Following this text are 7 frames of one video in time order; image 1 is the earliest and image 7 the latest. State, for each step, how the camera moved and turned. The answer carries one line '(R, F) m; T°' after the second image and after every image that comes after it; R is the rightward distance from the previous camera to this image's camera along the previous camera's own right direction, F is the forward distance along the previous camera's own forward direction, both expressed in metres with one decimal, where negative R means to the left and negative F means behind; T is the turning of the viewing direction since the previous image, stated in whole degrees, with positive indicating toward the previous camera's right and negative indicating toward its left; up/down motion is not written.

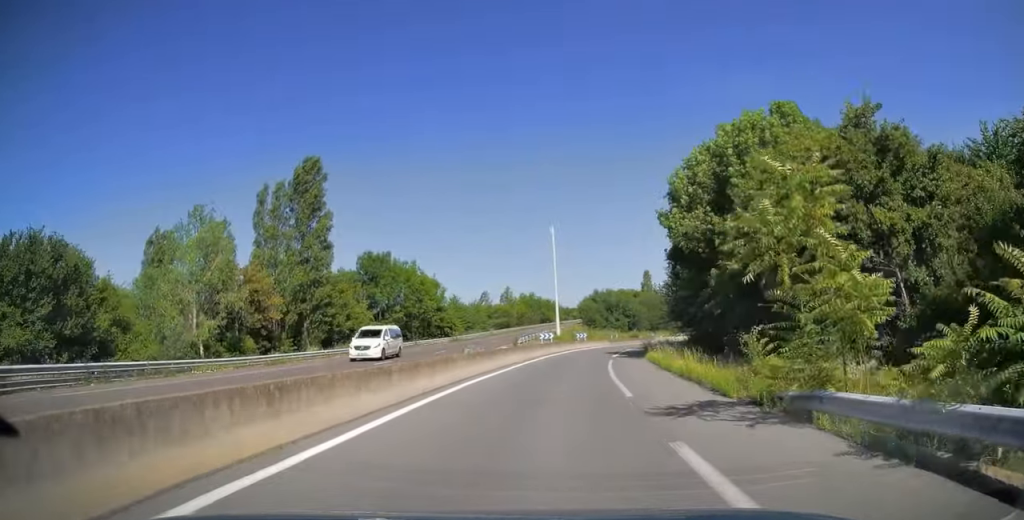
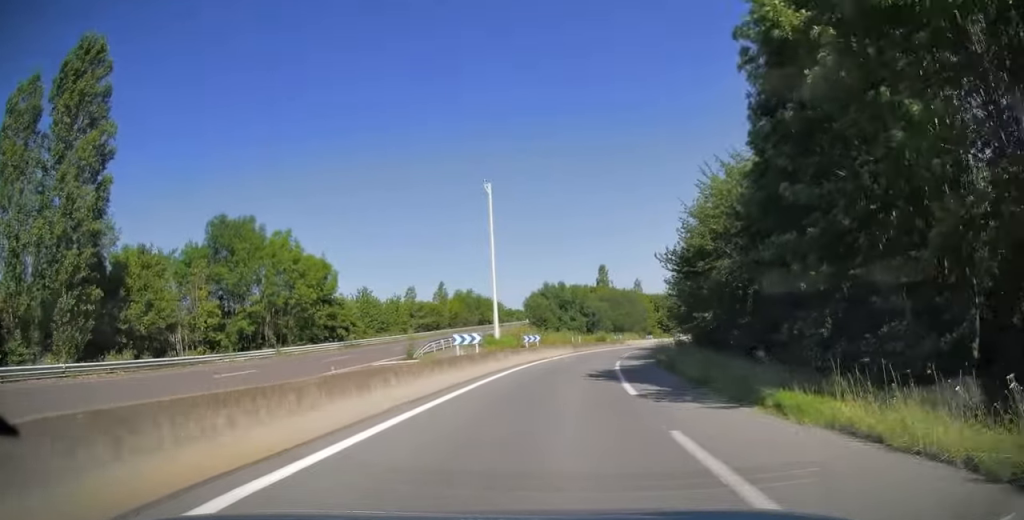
(+0.5, +25.4) m; +3°
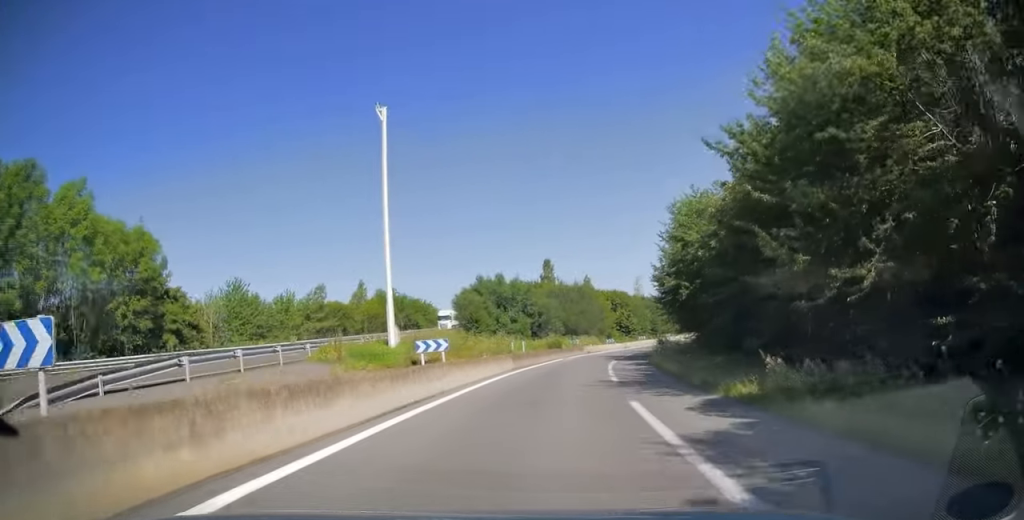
(+0.8, +21.5) m; +5°
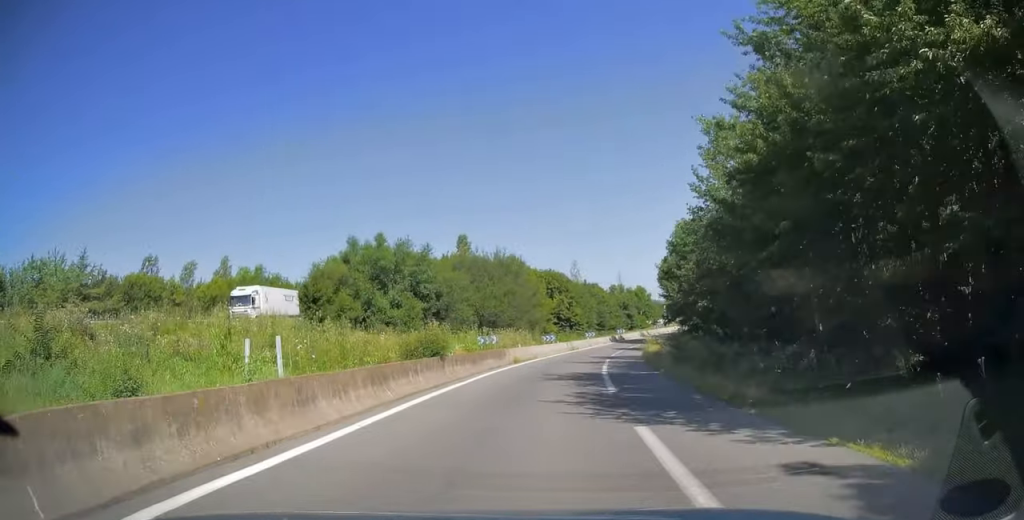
(+2.0, +30.1) m; +7°
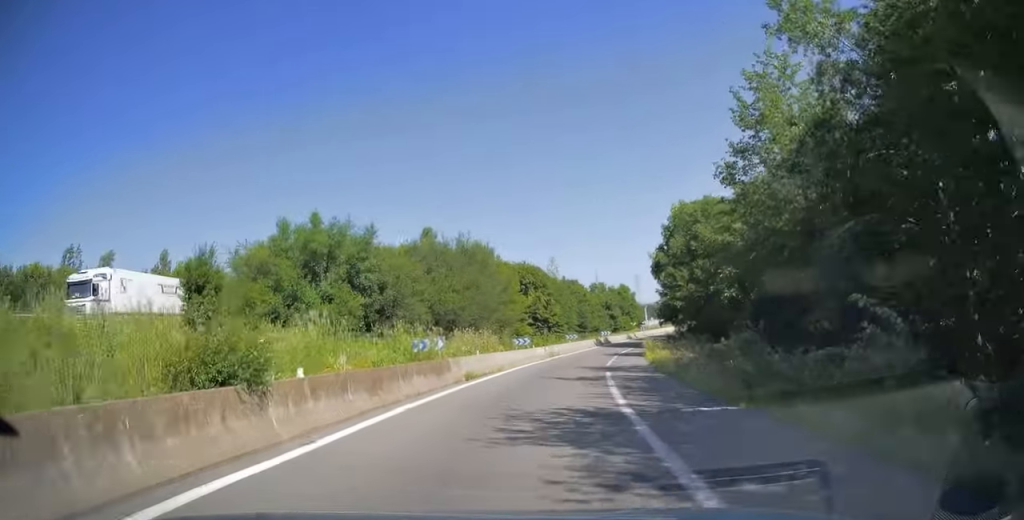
(+0.3, +11.1) m; +3°
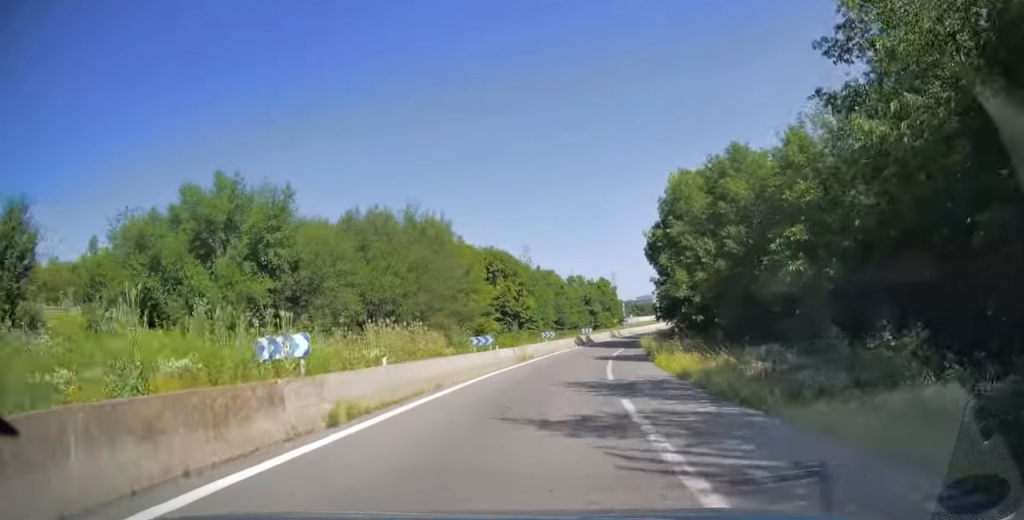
(+0.1, +11.1) m; +3°
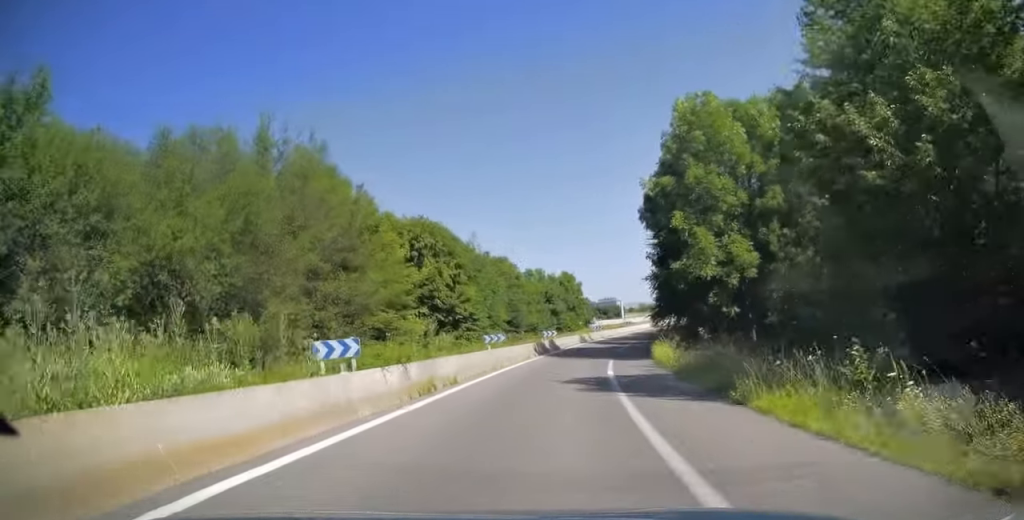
(+0.7, +17.3) m; +4°
